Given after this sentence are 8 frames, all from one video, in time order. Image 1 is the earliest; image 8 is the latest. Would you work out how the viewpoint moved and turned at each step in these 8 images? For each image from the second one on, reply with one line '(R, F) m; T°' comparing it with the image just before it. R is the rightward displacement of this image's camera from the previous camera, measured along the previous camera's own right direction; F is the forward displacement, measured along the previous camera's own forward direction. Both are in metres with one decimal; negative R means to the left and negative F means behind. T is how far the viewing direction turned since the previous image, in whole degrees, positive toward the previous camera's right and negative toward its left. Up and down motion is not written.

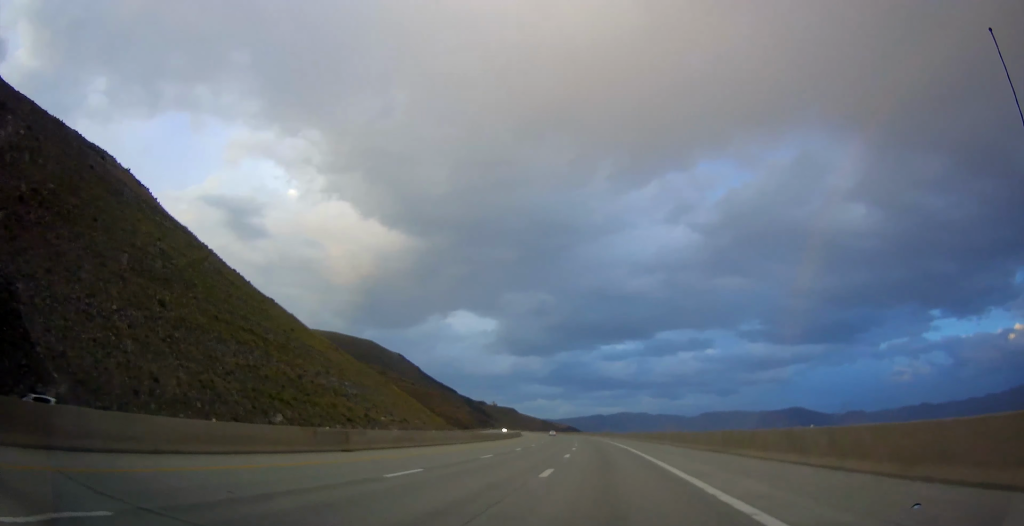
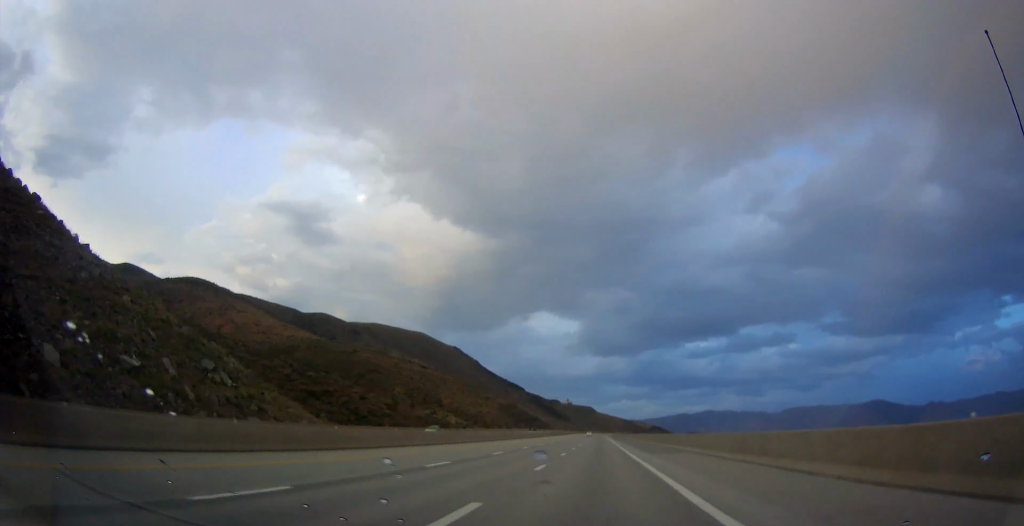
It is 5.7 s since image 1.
(-7.3, +180.3) m; -3°
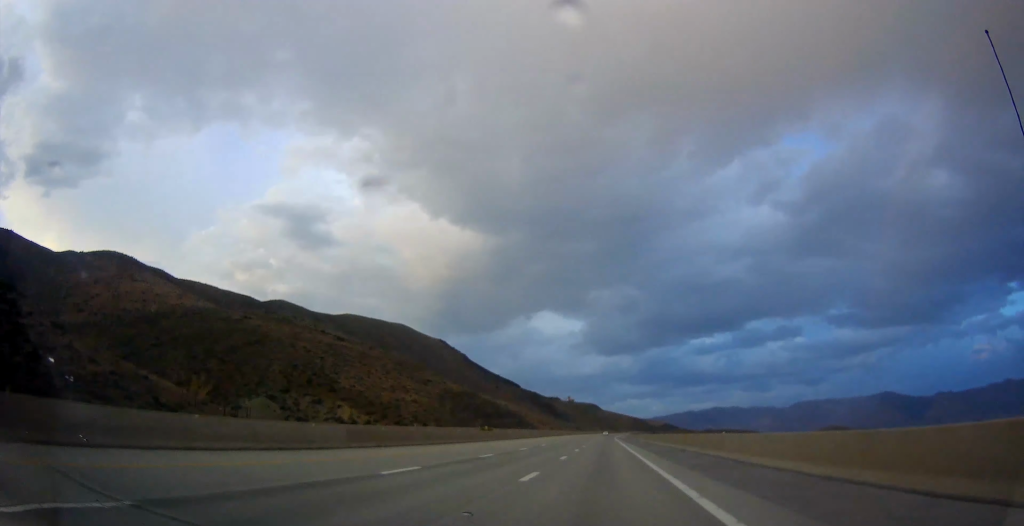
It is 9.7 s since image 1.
(-1.6, +125.7) m; +1°
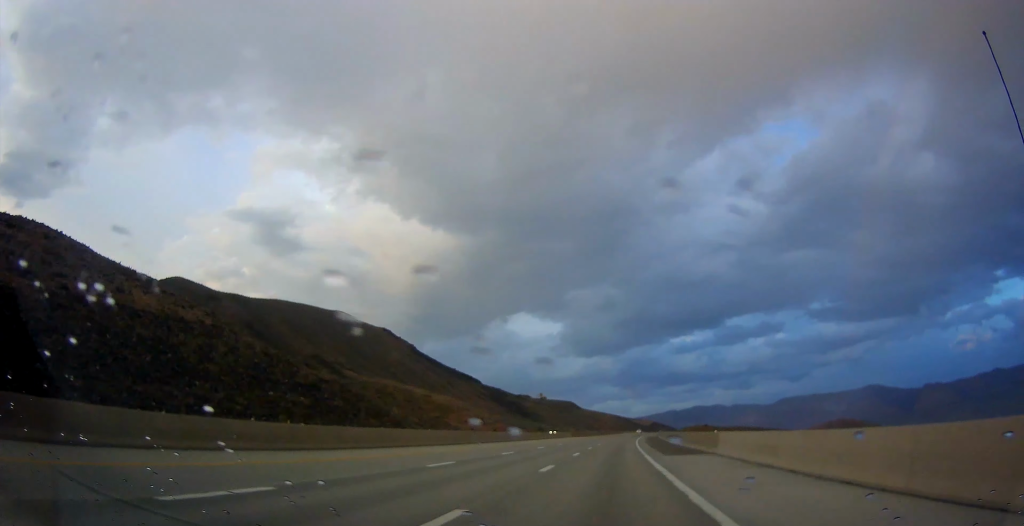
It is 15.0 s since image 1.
(-1.2, +166.3) m; +2°
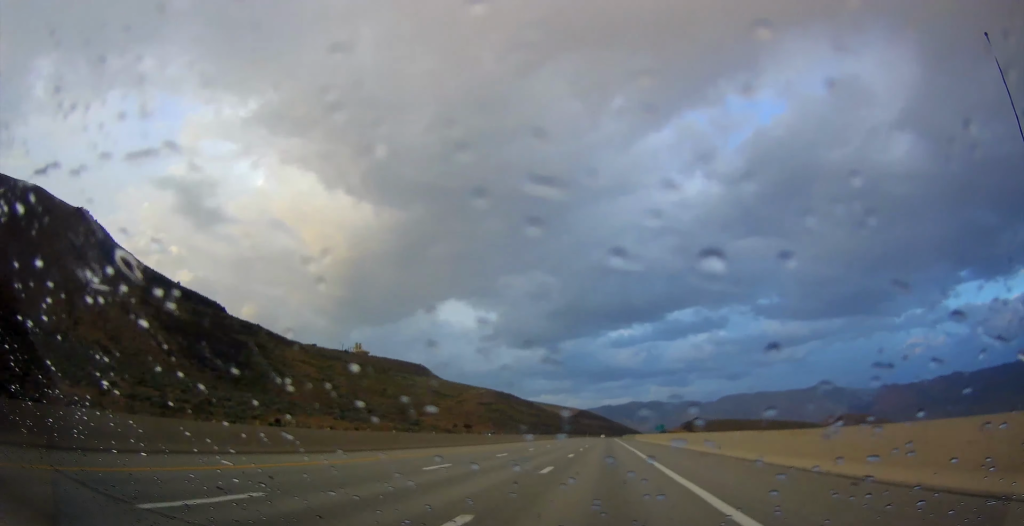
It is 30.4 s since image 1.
(+24.8, +465.1) m; +5°
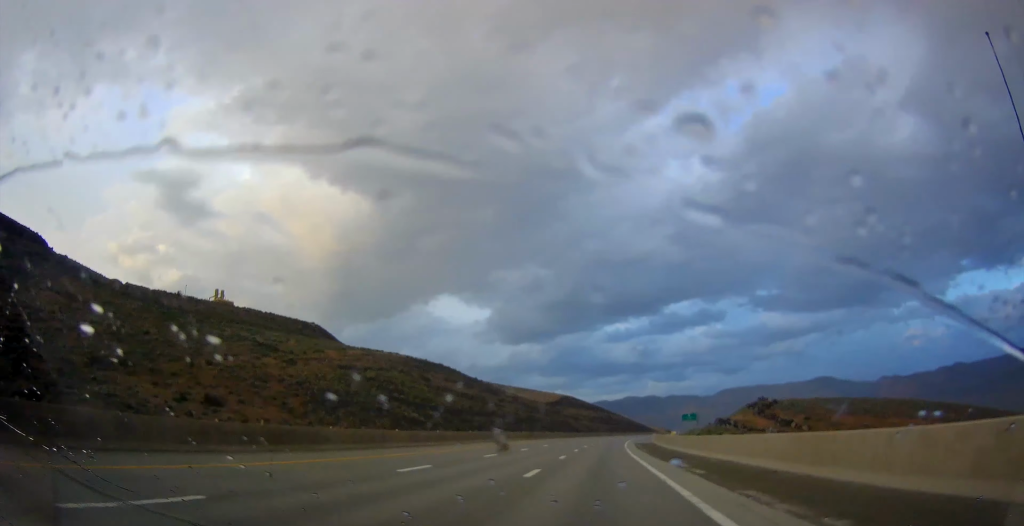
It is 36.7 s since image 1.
(+0.7, +188.7) m; +6°
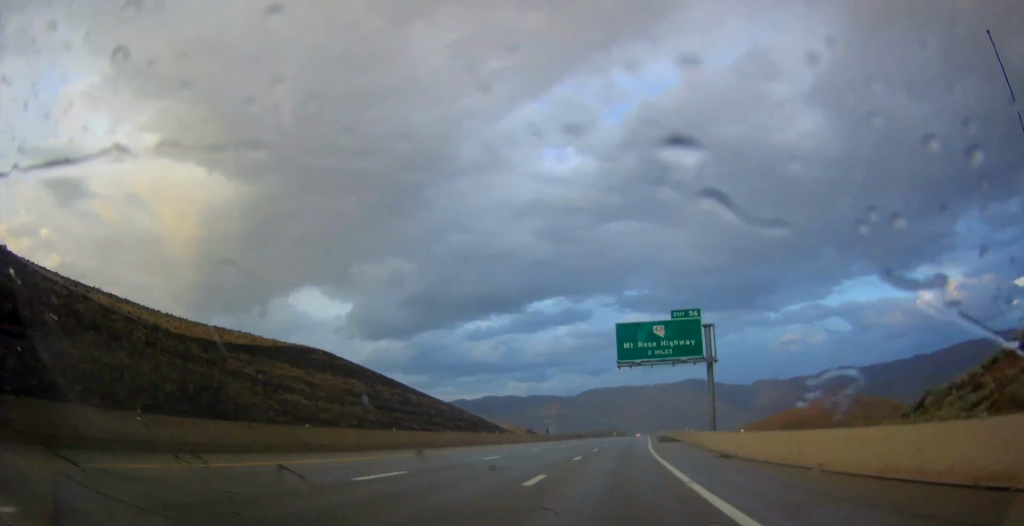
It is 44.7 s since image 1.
(+23.3, +236.2) m; +8°
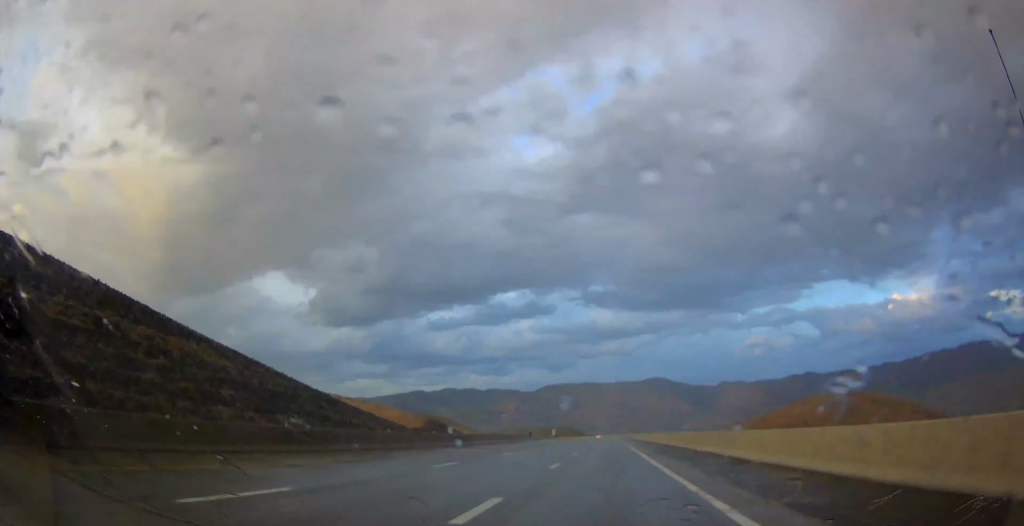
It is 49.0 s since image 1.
(+4.3, +128.6) m; 0°
